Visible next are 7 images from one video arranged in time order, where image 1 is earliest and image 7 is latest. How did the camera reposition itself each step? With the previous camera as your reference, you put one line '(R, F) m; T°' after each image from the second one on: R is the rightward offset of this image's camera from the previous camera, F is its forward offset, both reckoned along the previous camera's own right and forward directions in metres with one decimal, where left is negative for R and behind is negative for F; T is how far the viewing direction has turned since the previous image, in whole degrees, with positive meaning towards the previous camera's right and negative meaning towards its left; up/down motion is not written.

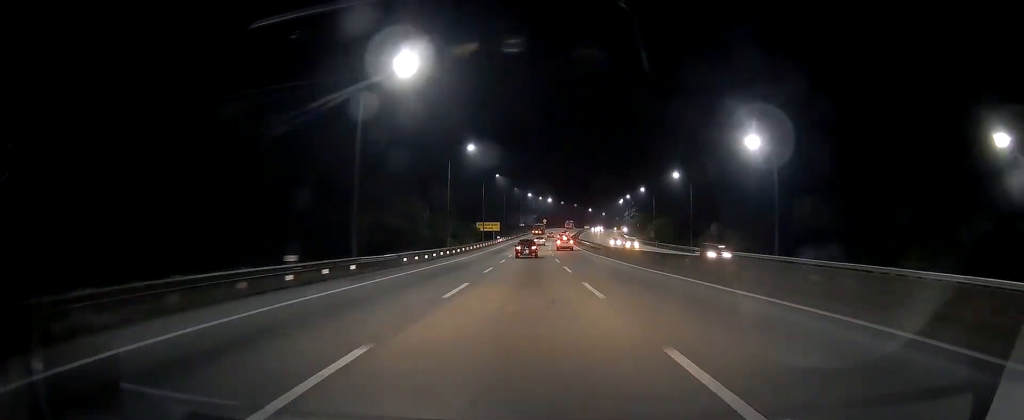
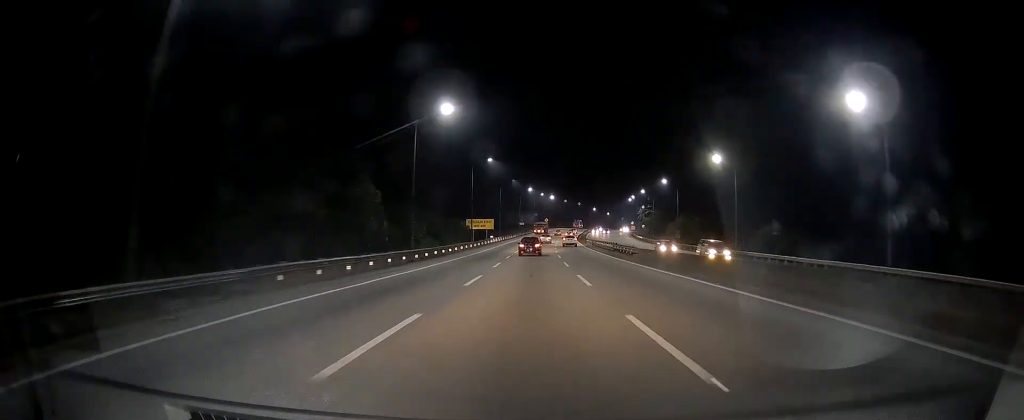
(0.0, +20.4) m; -1°
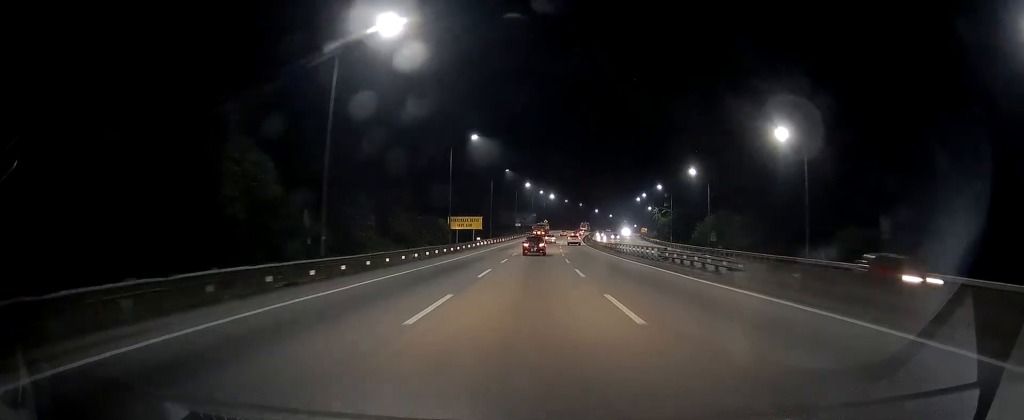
(-0.6, +20.2) m; 0°
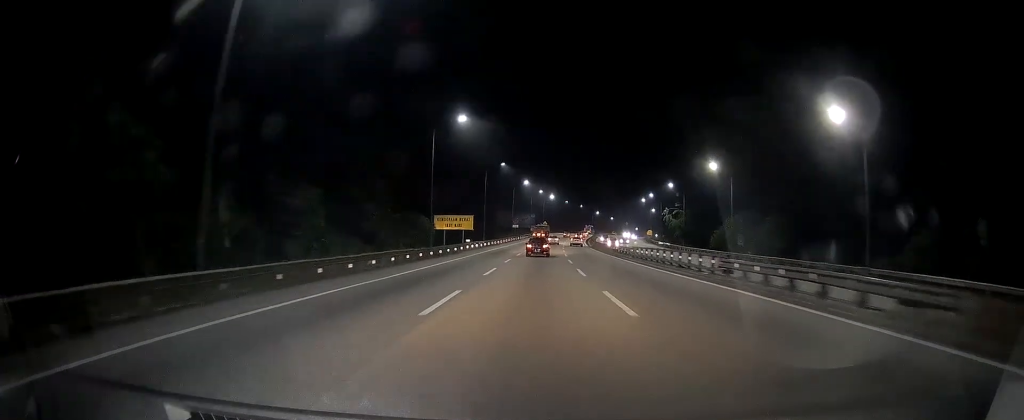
(+0.4, +10.8) m; +1°
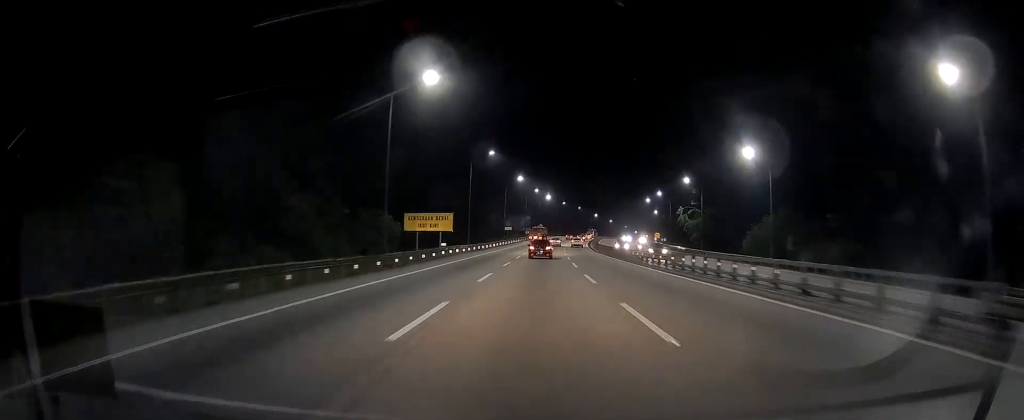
(+0.3, +14.7) m; +1°
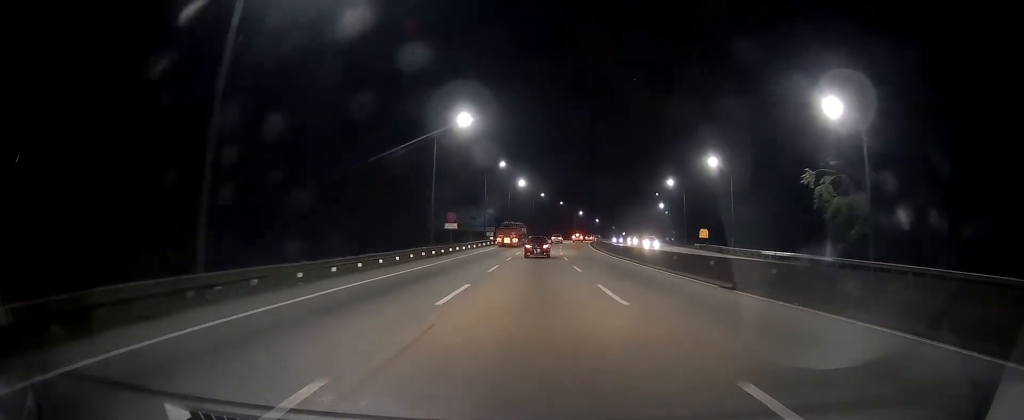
(-0.3, +55.6) m; 0°
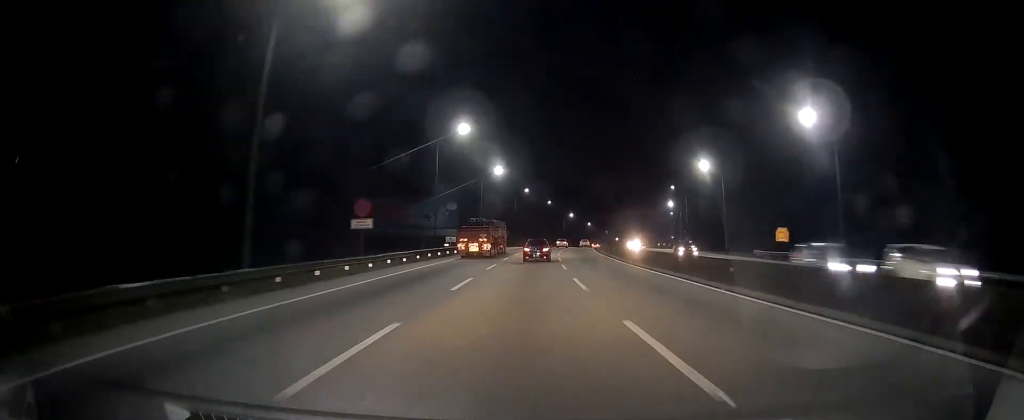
(+1.5, +32.0) m; +4°
